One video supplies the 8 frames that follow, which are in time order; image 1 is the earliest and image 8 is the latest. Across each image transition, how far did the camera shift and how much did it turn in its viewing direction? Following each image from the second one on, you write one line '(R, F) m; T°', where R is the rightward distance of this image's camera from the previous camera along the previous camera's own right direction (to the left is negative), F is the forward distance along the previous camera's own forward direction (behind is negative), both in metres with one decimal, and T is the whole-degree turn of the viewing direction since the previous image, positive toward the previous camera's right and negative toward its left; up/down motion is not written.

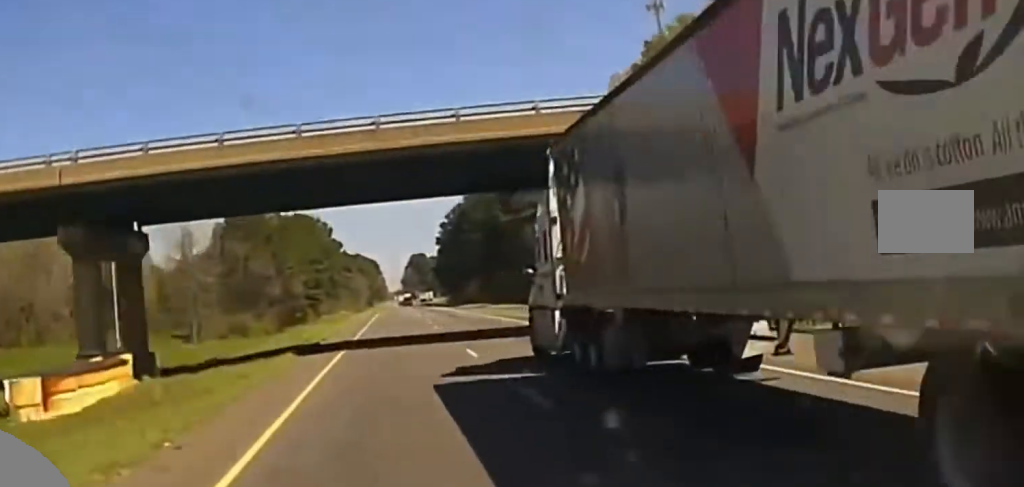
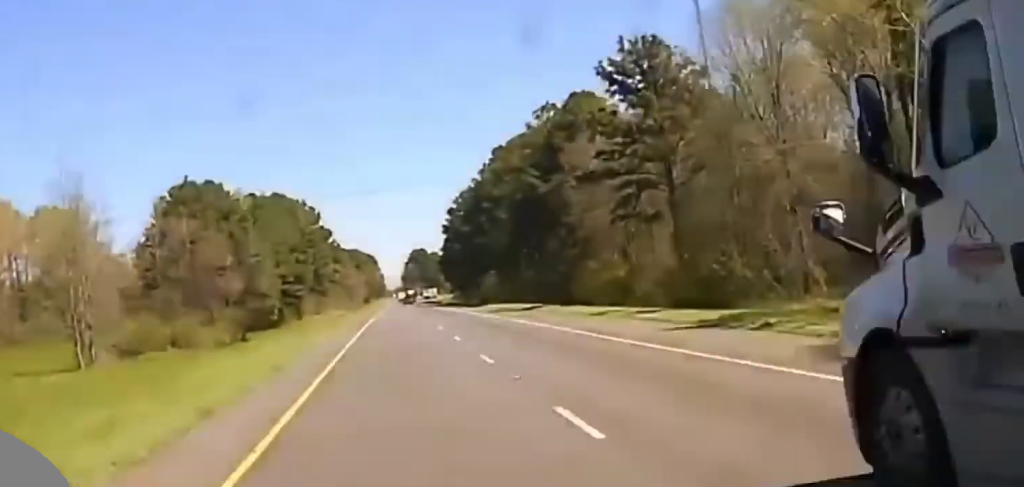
(+0.2, +35.6) m; 0°
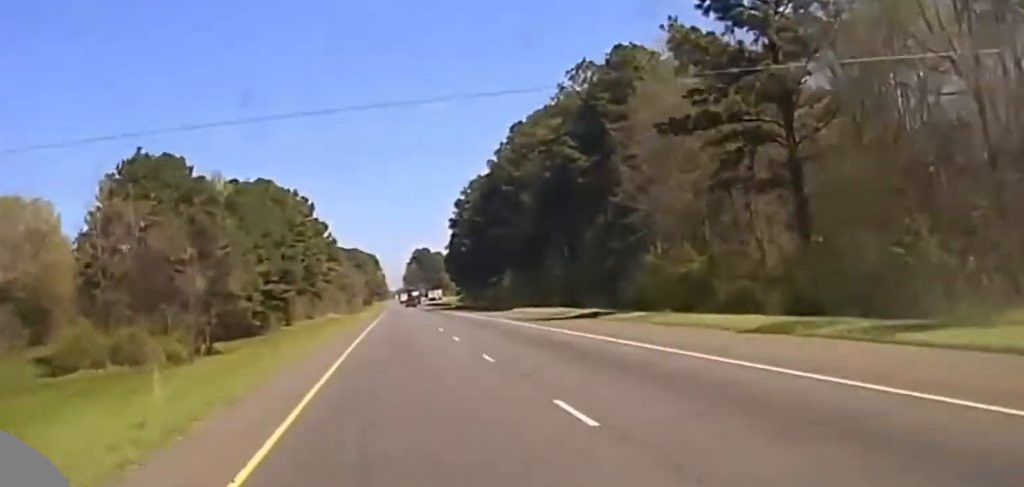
(+0.2, +24.9) m; 0°
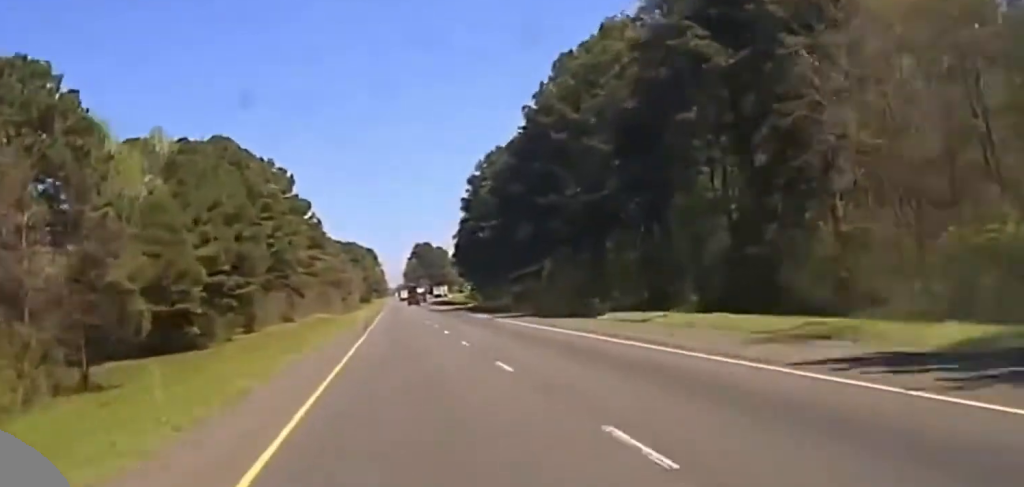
(-0.2, +37.7) m; 0°
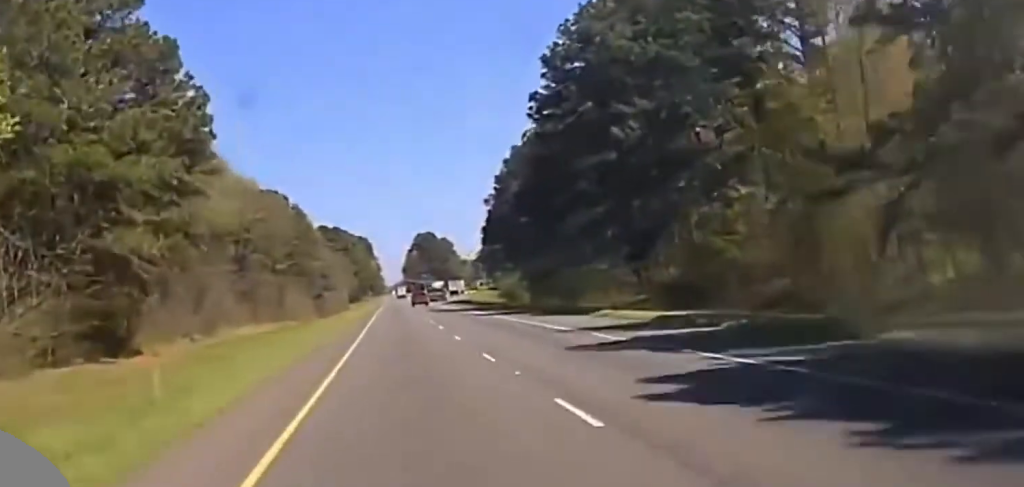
(+0.2, +99.8) m; 0°
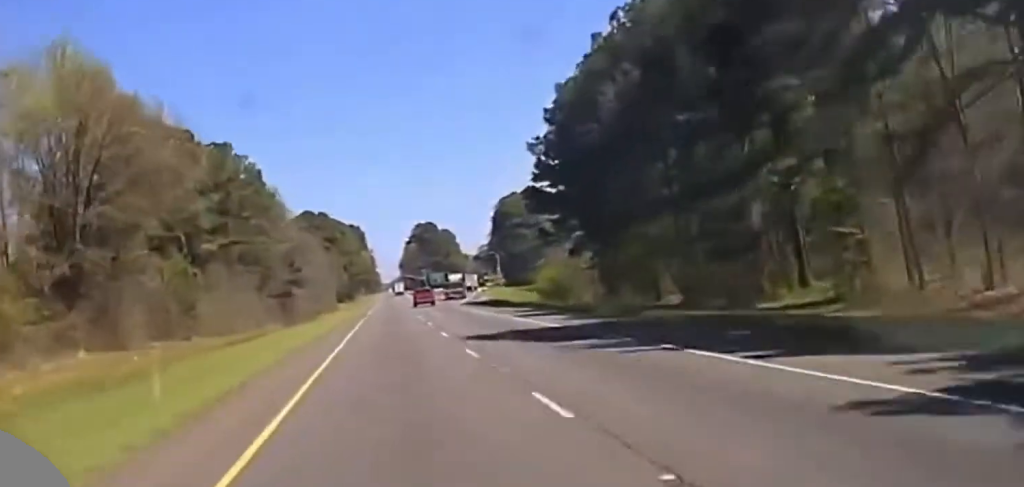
(-0.3, +58.7) m; 0°
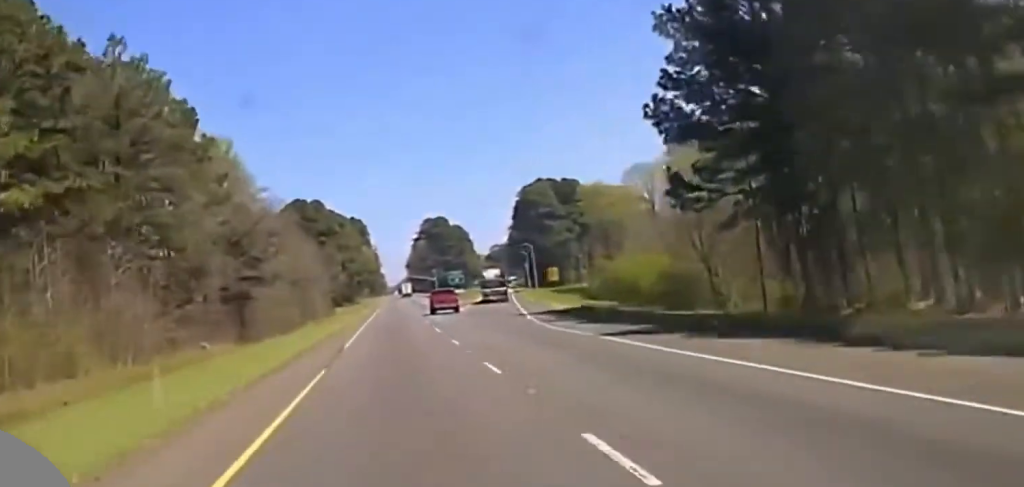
(0.0, +53.7) m; 0°
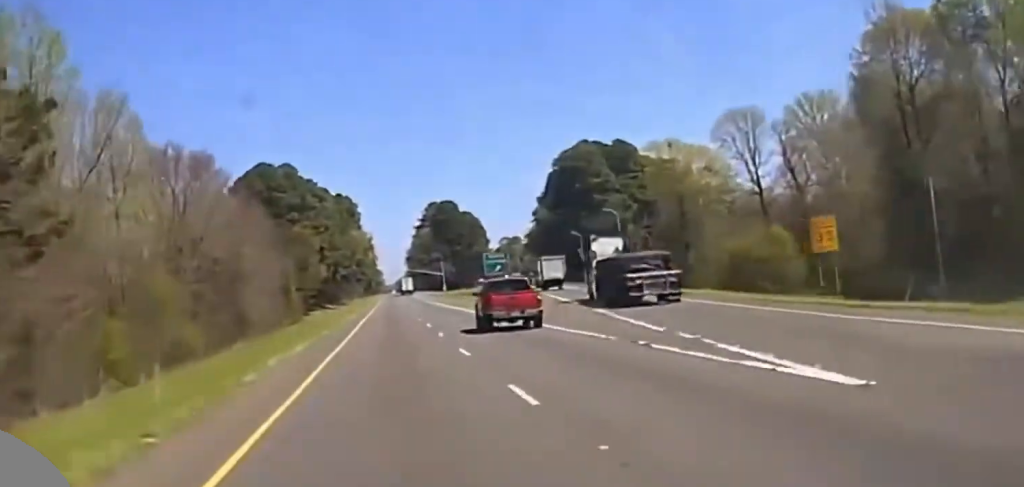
(+0.2, +80.7) m; 0°
